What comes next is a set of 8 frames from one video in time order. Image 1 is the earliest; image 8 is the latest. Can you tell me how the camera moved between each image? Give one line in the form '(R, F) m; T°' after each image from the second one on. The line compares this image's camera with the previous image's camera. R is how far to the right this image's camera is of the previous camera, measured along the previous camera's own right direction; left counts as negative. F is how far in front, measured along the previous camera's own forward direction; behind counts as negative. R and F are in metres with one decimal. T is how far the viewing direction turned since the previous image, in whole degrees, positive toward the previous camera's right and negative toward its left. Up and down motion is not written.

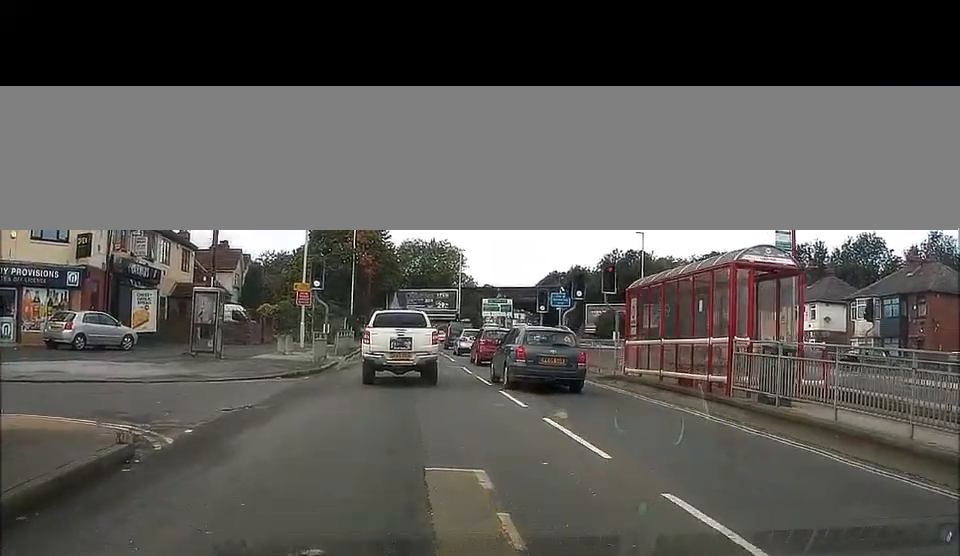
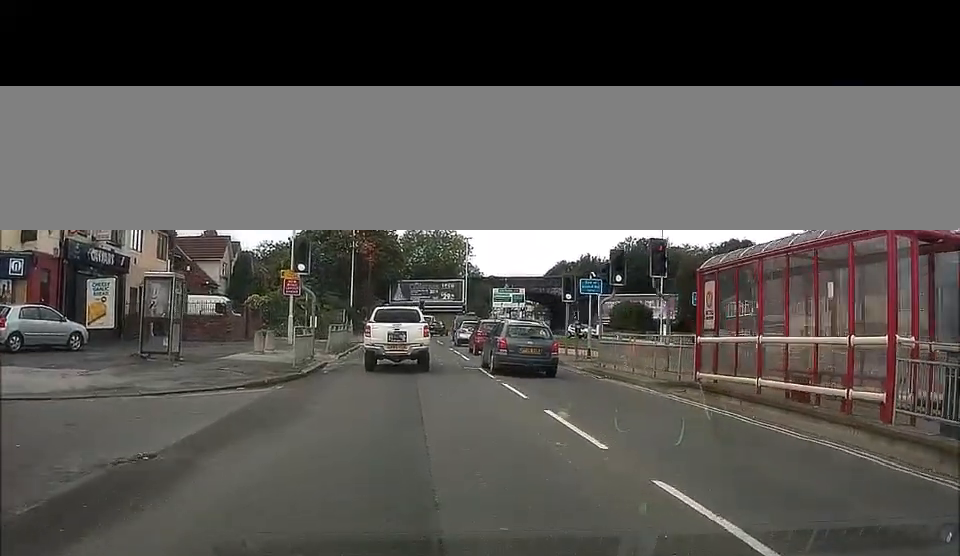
(+0.3, +5.1) m; +4°
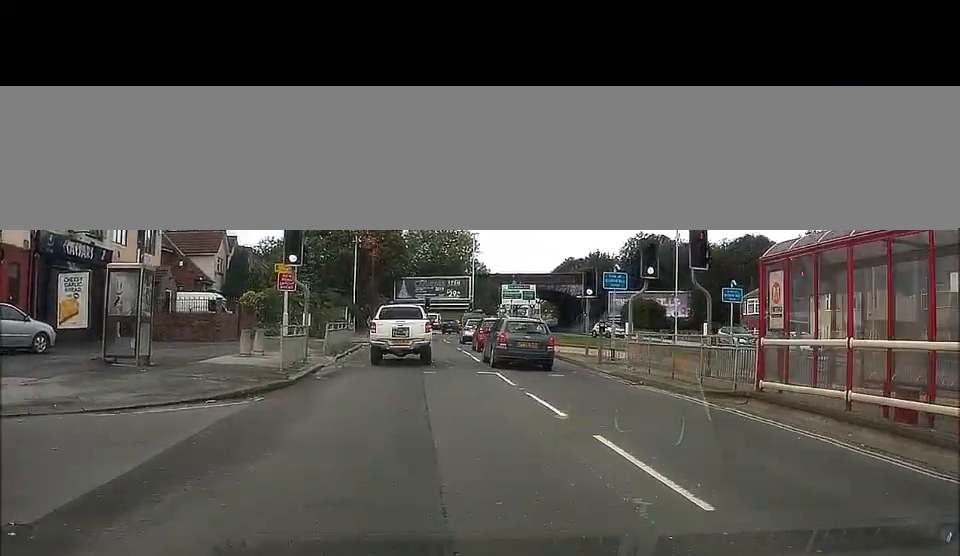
(+0.3, +2.8) m; +1°
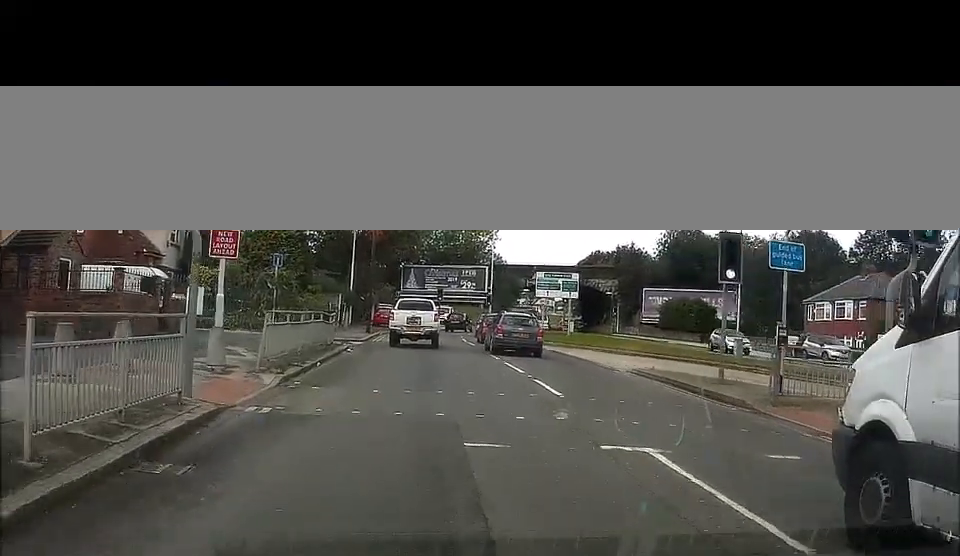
(-0.4, +12.8) m; -4°
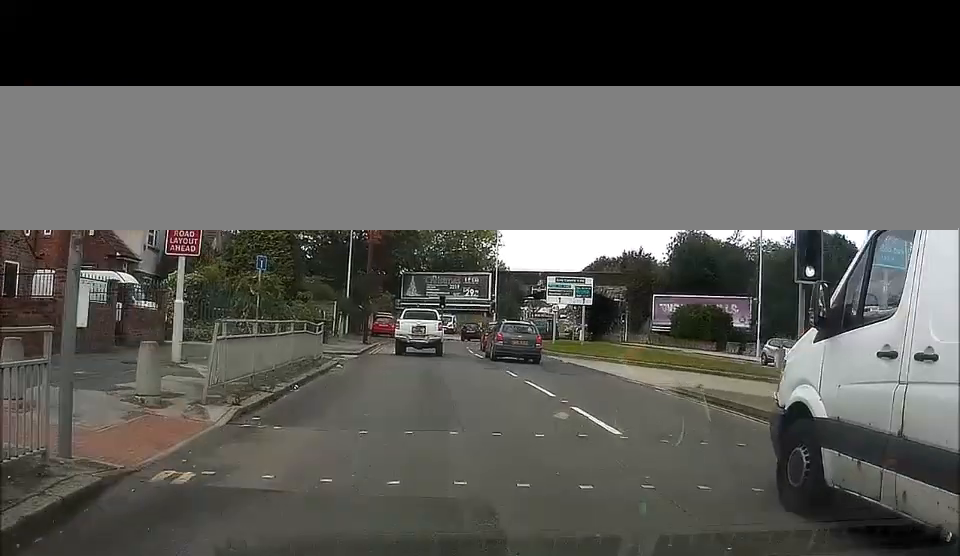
(-0.2, +3.7) m; 0°
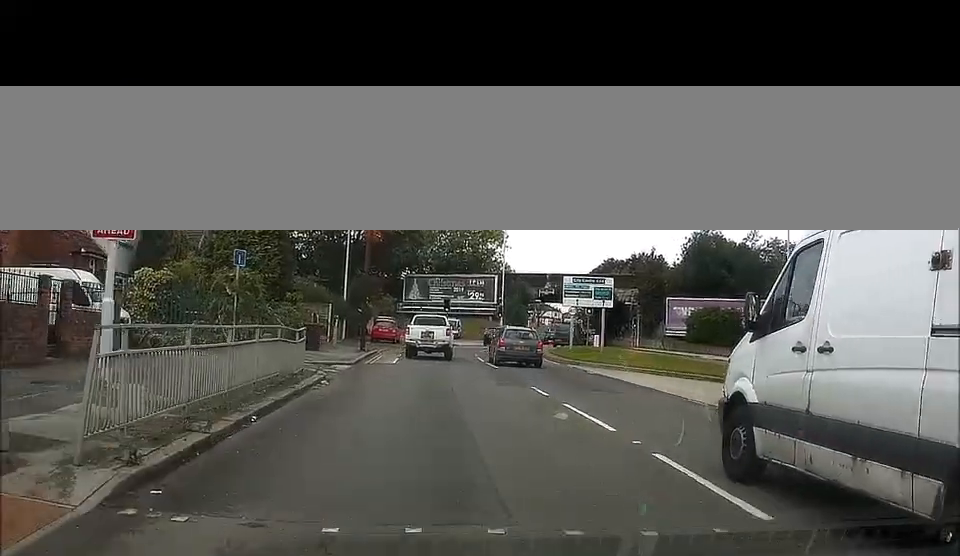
(-0.2, +4.0) m; 0°
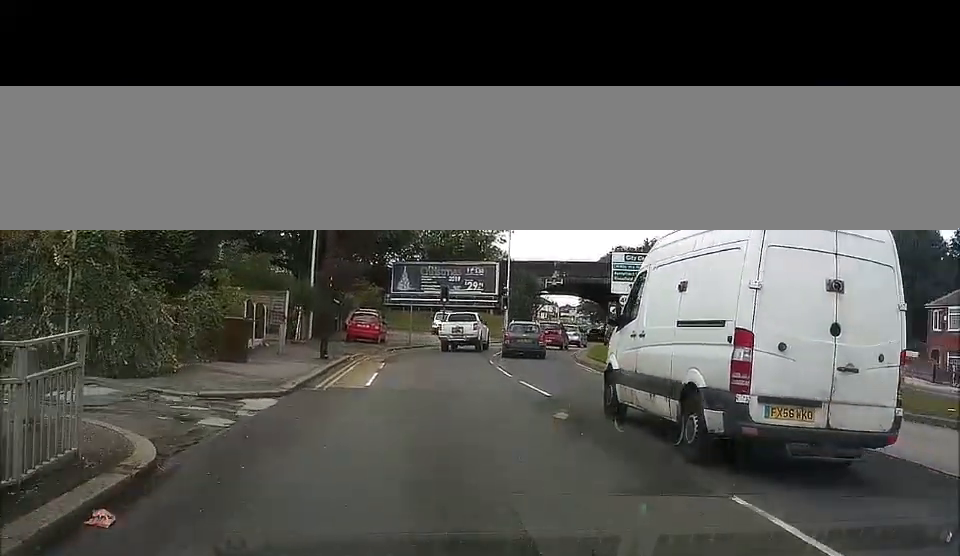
(+0.1, +12.1) m; +1°
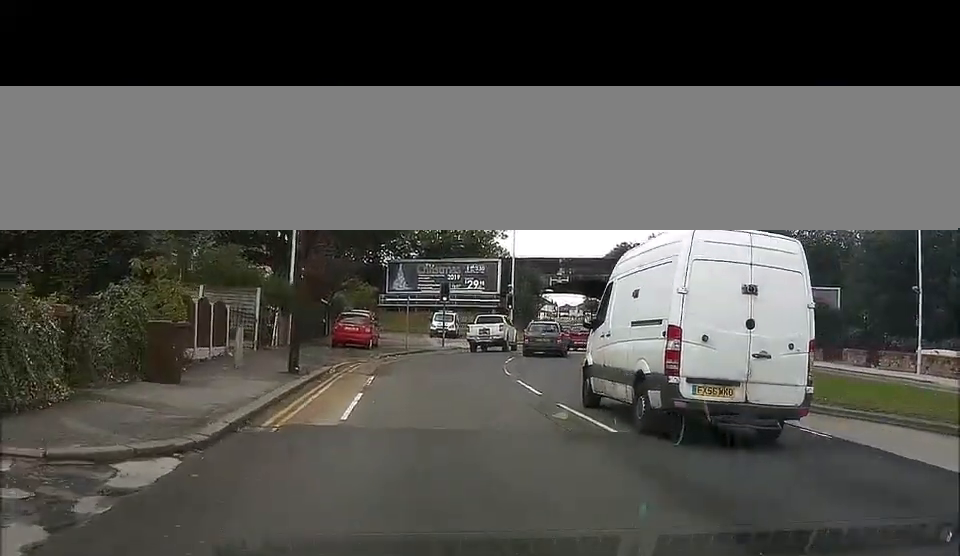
(+0.1, +5.4) m; +1°
